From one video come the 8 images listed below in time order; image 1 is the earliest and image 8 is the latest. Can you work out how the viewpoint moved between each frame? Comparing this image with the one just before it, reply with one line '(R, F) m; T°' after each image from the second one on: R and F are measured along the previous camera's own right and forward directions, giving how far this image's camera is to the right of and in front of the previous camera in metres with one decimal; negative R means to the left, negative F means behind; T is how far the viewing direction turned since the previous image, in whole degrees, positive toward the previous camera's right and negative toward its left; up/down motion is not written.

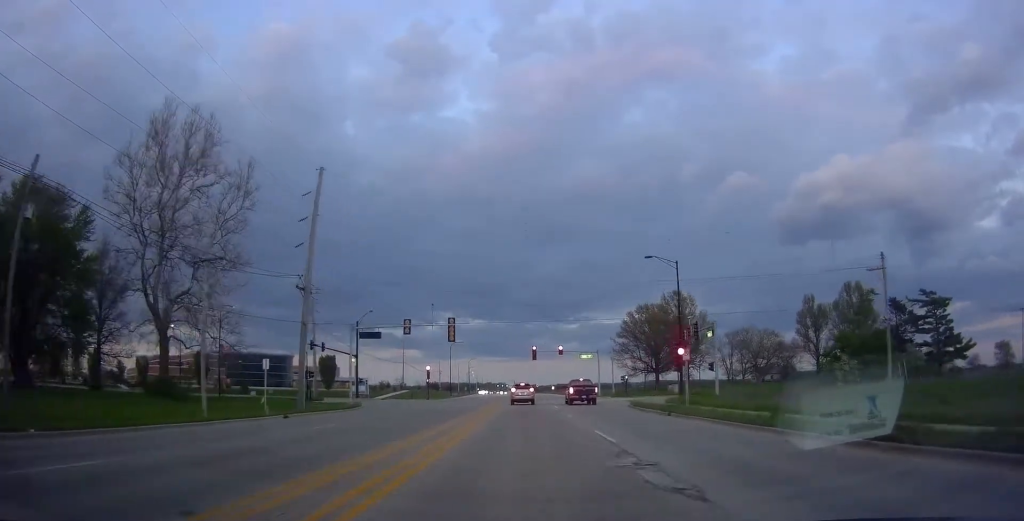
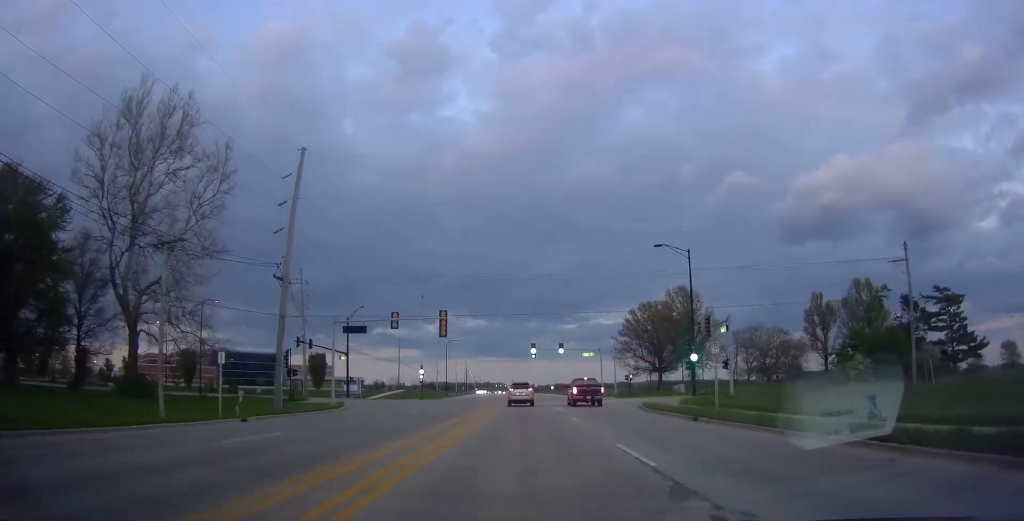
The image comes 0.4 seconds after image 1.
(-0.2, +4.5) m; 0°
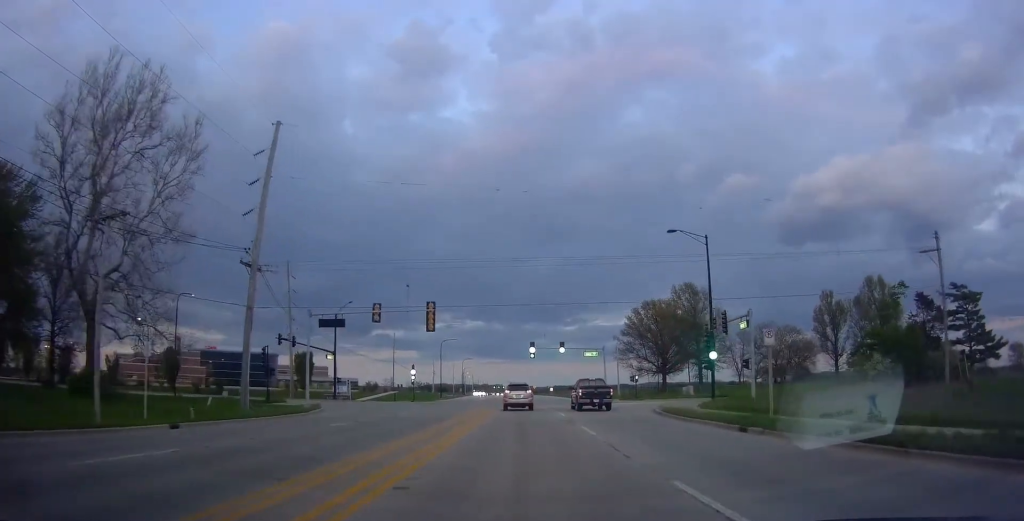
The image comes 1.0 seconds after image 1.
(-0.1, +5.3) m; 0°
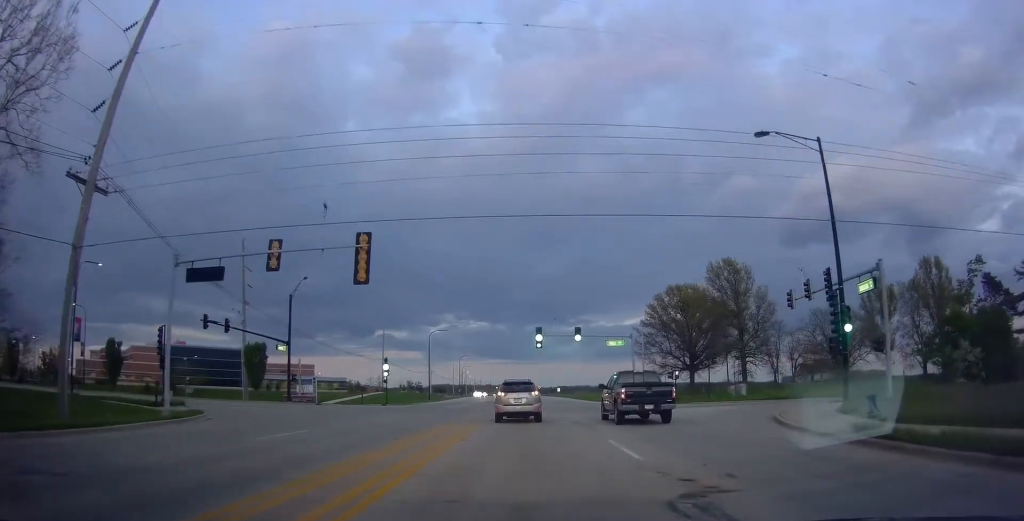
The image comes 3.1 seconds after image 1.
(0.0, +18.3) m; +1°
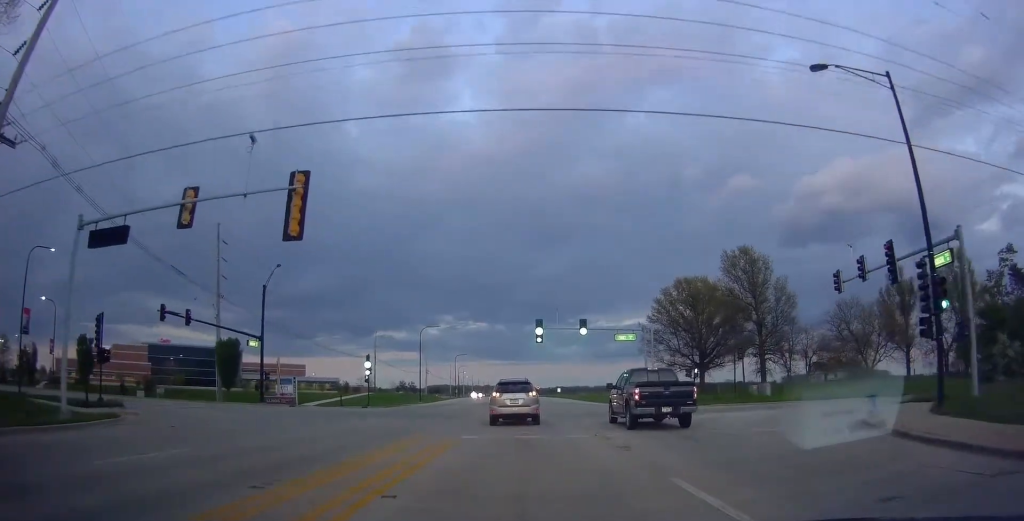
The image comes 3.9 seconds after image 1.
(+0.3, +6.7) m; +2°
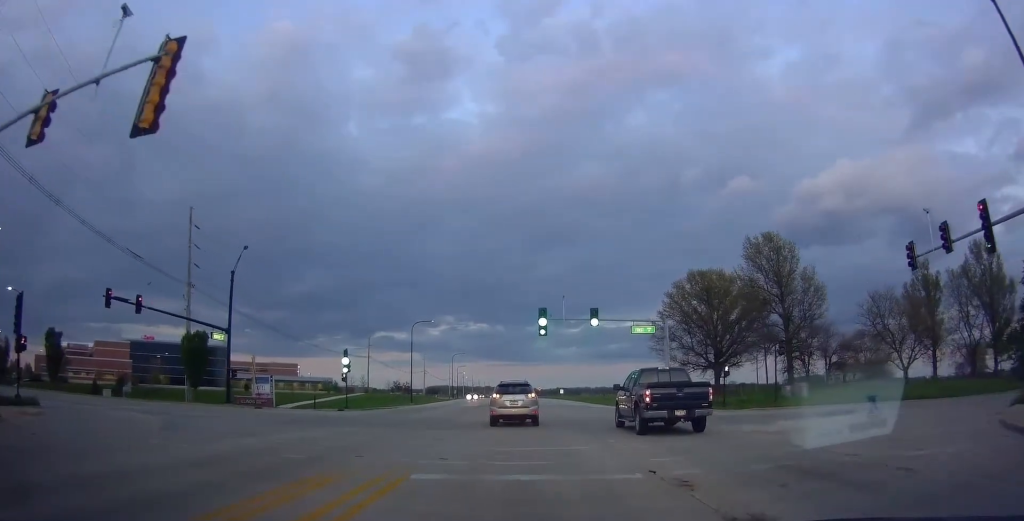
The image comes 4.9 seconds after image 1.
(-0.1, +7.2) m; -3°
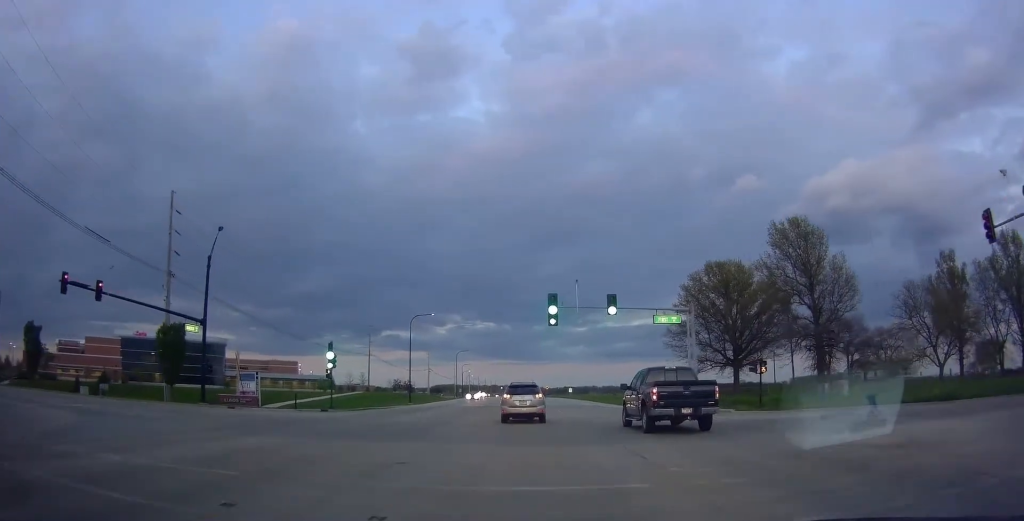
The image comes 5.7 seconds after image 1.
(-0.5, +5.4) m; +3°
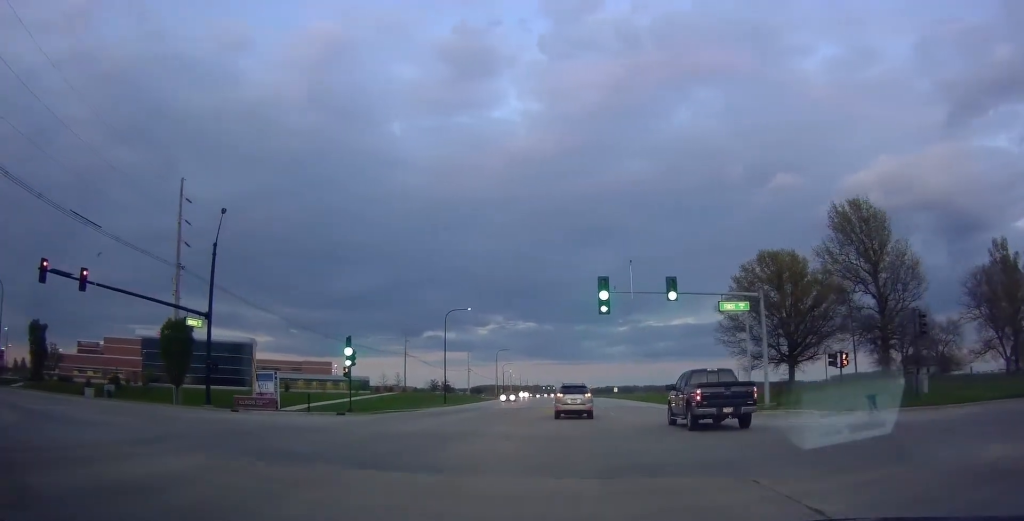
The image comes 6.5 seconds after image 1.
(+0.8, +4.5) m; -2°
